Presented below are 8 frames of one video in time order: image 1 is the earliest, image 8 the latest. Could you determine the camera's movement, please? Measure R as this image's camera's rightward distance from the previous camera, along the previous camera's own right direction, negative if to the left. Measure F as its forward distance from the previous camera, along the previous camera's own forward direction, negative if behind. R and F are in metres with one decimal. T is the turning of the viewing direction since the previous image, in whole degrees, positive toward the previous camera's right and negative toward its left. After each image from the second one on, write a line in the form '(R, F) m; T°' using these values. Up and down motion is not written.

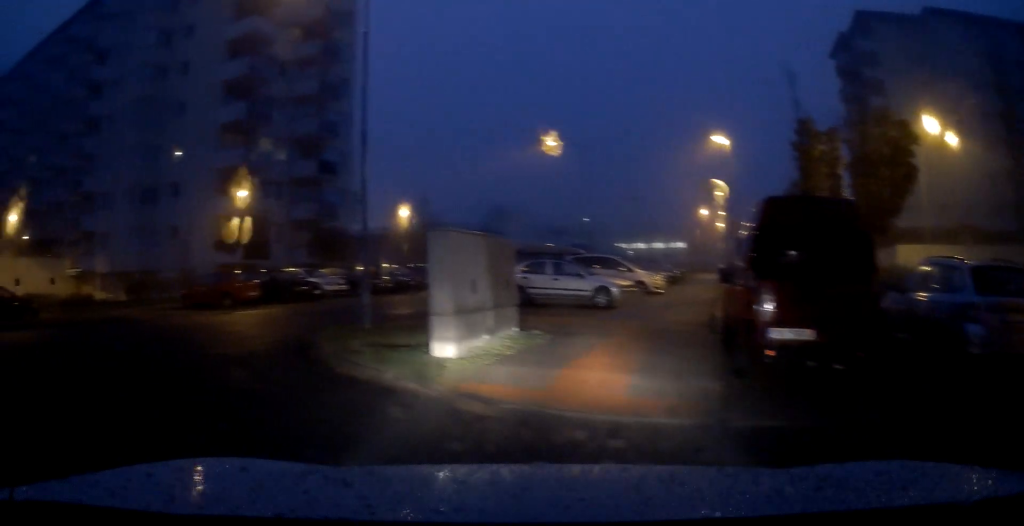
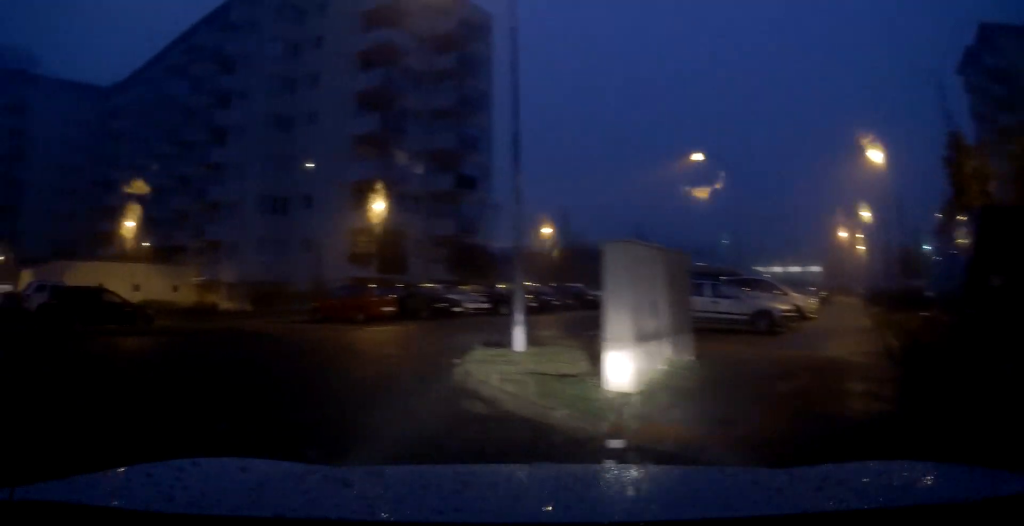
(-0.6, +1.6) m; -14°
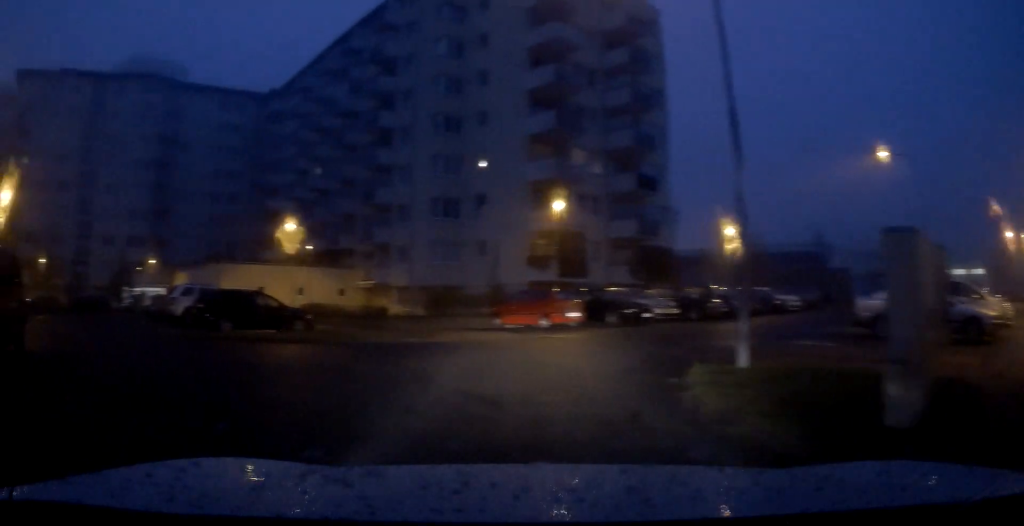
(-0.7, +2.3) m; -16°
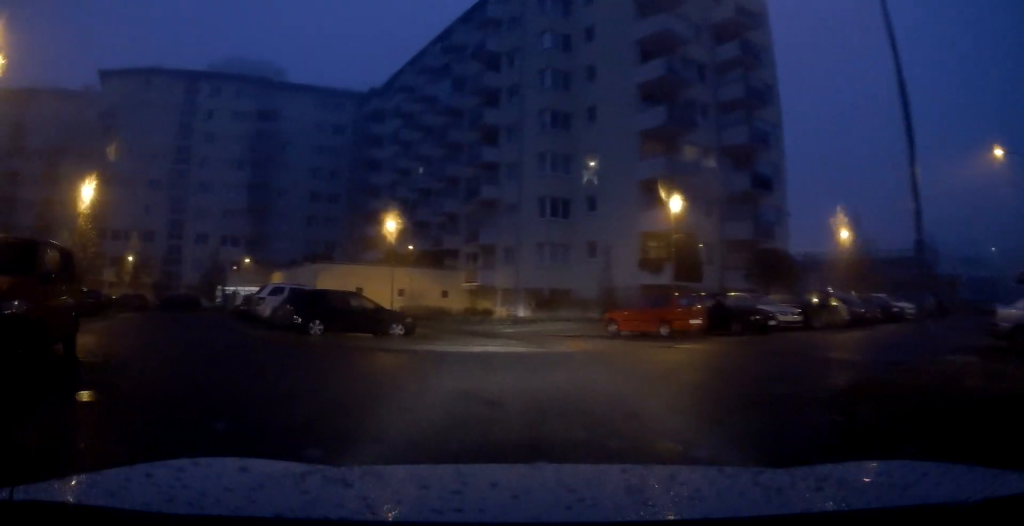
(+0.2, +2.4) m; -8°
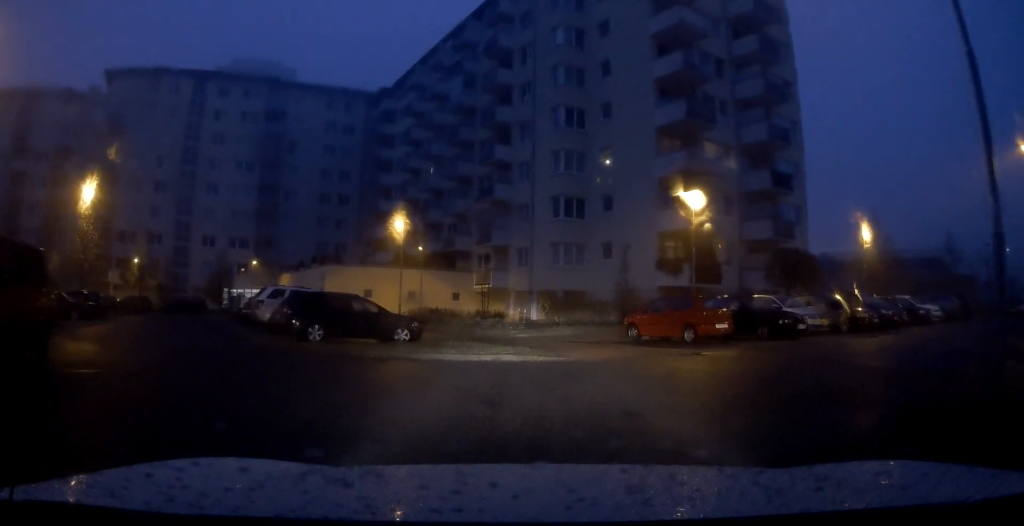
(-0.1, +1.3) m; -7°
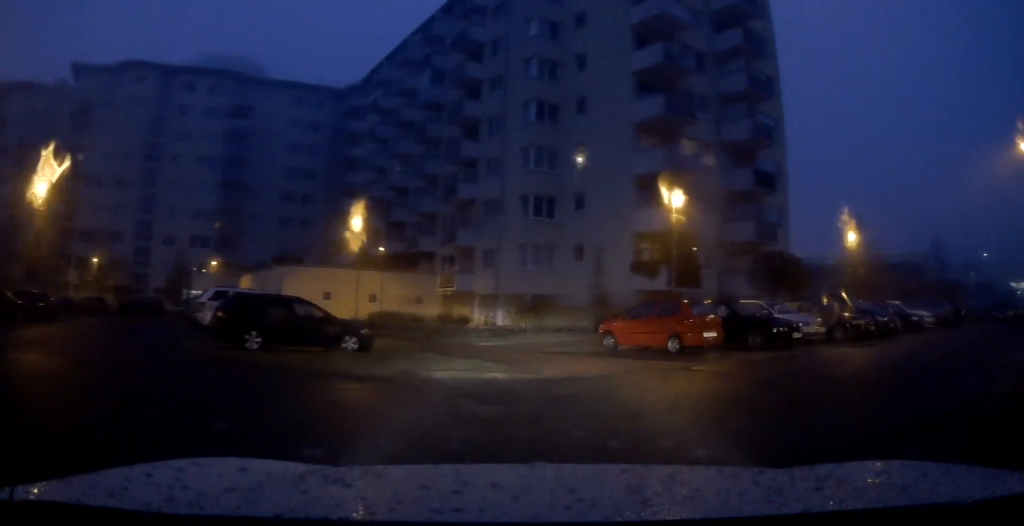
(-0.6, +1.7) m; -13°
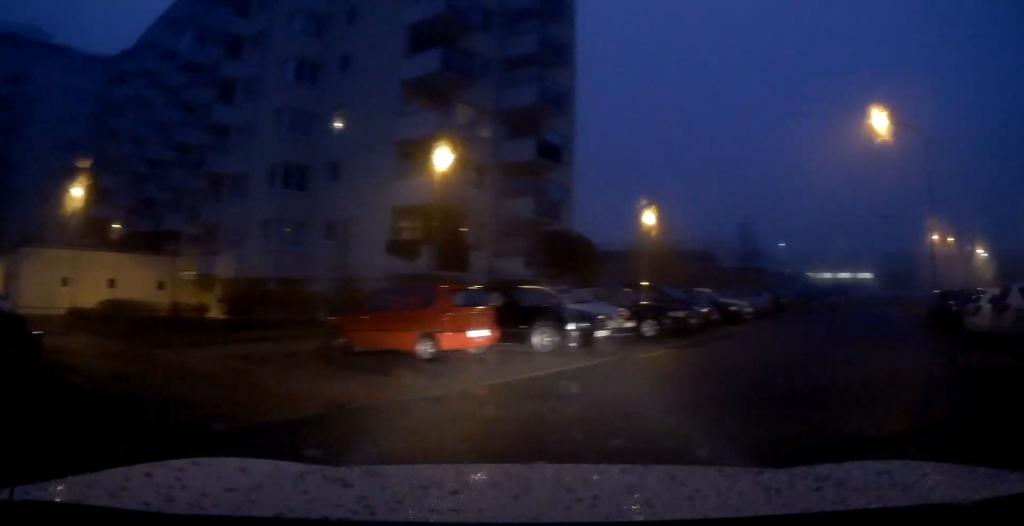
(+0.6, +3.6) m; +32°
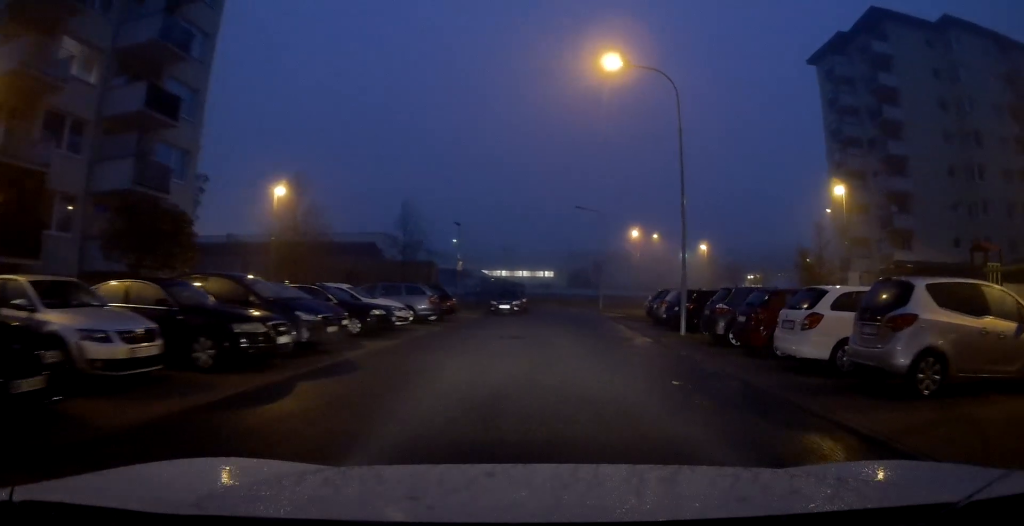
(+3.0, +6.6) m; +38°
